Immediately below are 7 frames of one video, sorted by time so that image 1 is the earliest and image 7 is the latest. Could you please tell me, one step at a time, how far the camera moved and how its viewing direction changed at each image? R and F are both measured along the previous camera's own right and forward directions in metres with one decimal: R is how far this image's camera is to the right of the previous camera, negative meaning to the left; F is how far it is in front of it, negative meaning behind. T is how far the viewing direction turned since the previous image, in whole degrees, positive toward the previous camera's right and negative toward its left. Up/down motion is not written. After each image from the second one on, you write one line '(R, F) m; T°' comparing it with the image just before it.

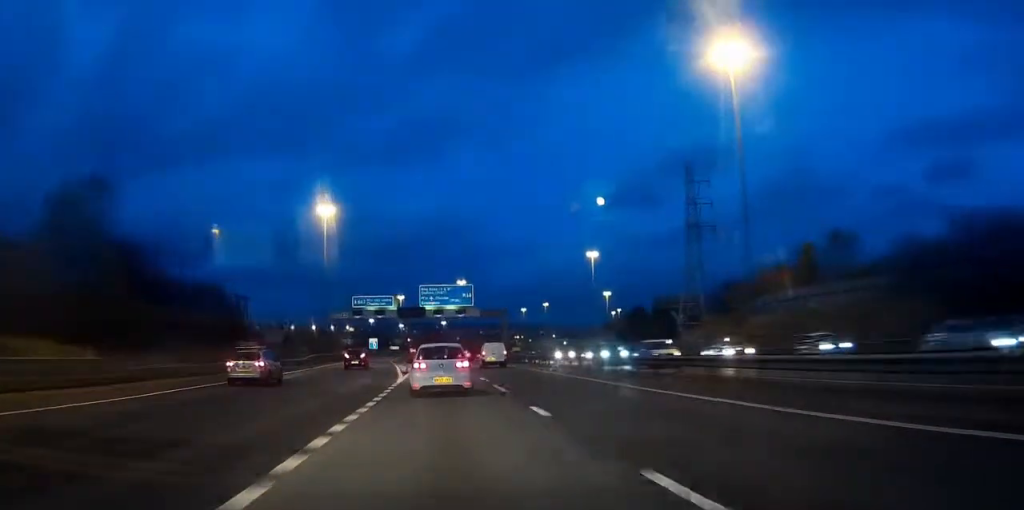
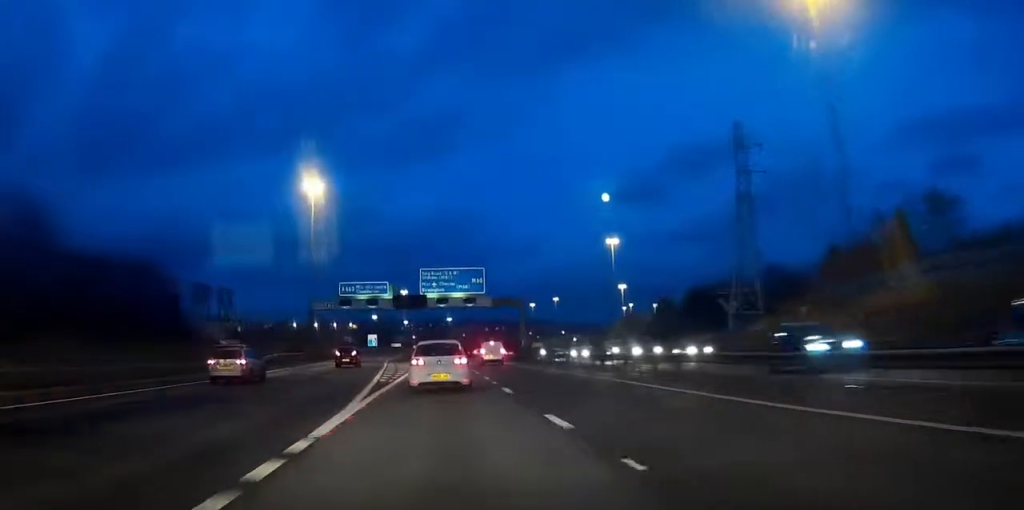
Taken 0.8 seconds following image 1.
(-0.2, +20.2) m; -1°
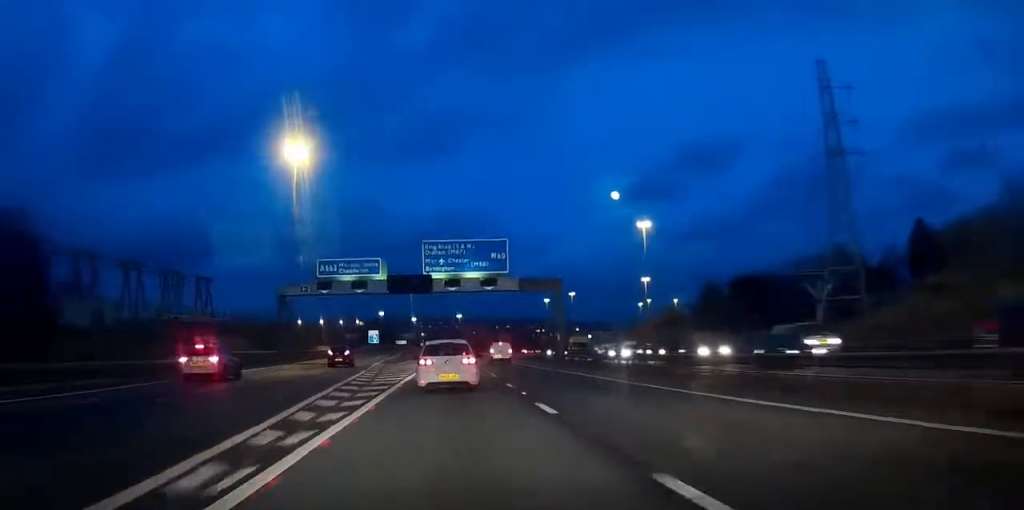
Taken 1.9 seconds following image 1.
(-0.2, +24.6) m; 0°
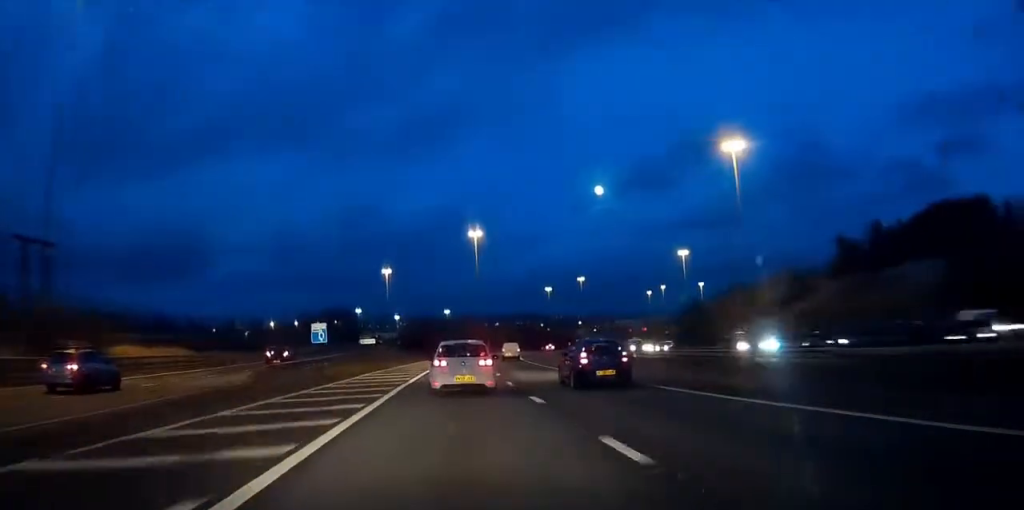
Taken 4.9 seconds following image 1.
(+1.5, +70.9) m; +2°
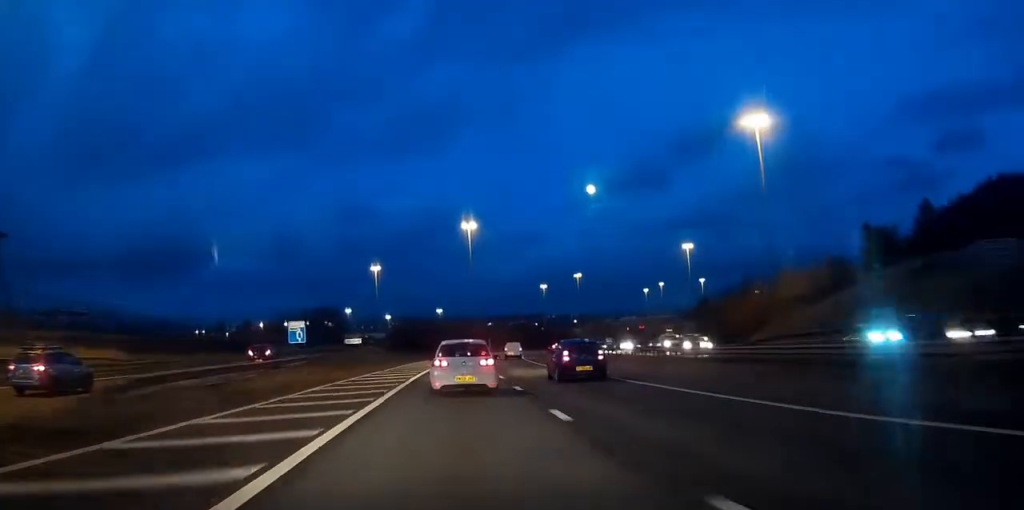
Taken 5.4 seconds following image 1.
(-0.1, +12.3) m; 0°
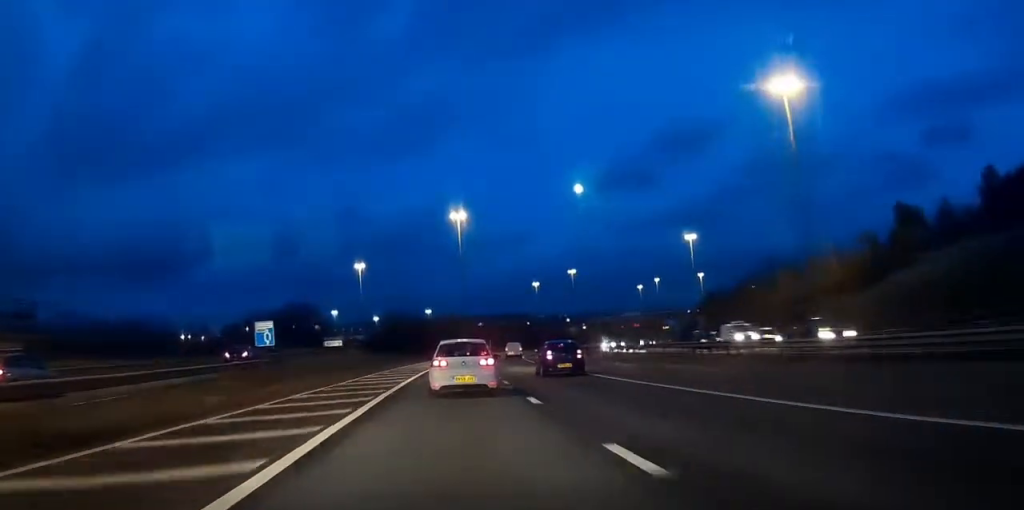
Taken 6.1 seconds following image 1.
(-0.5, +14.2) m; 0°
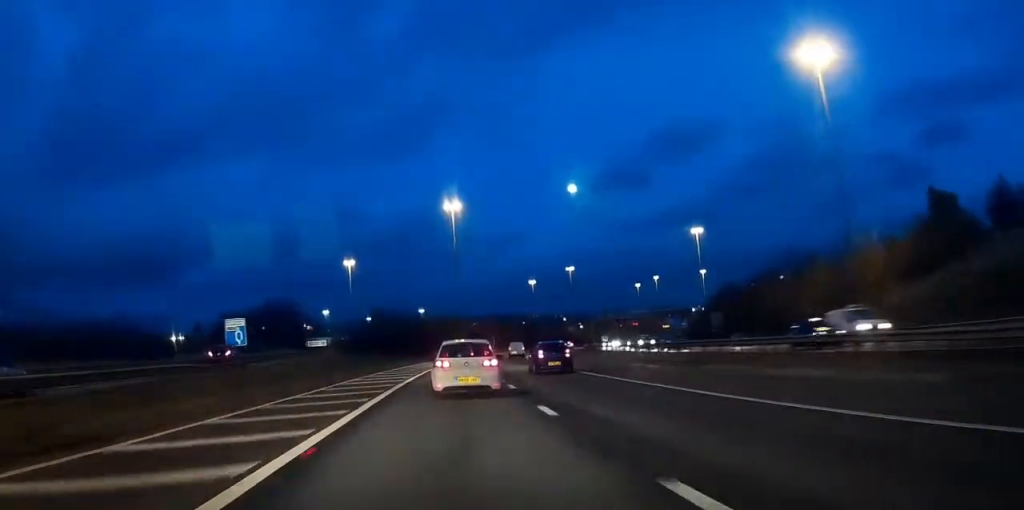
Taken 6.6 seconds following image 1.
(+0.4, +10.9) m; +1°
